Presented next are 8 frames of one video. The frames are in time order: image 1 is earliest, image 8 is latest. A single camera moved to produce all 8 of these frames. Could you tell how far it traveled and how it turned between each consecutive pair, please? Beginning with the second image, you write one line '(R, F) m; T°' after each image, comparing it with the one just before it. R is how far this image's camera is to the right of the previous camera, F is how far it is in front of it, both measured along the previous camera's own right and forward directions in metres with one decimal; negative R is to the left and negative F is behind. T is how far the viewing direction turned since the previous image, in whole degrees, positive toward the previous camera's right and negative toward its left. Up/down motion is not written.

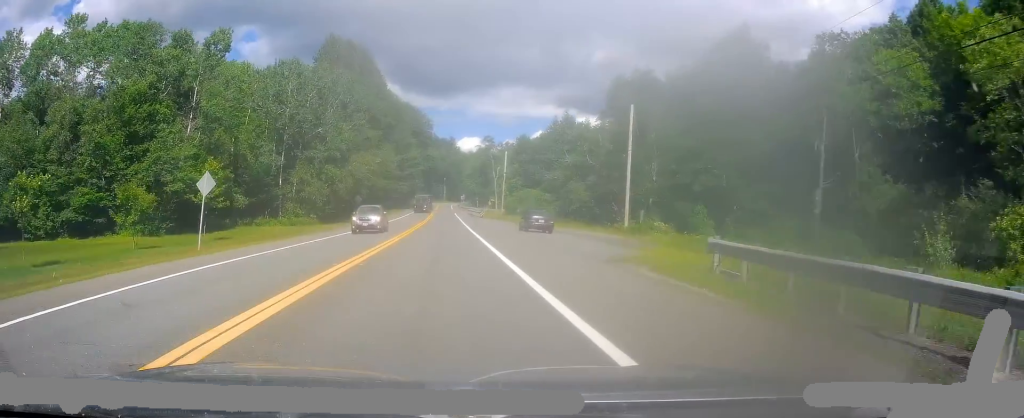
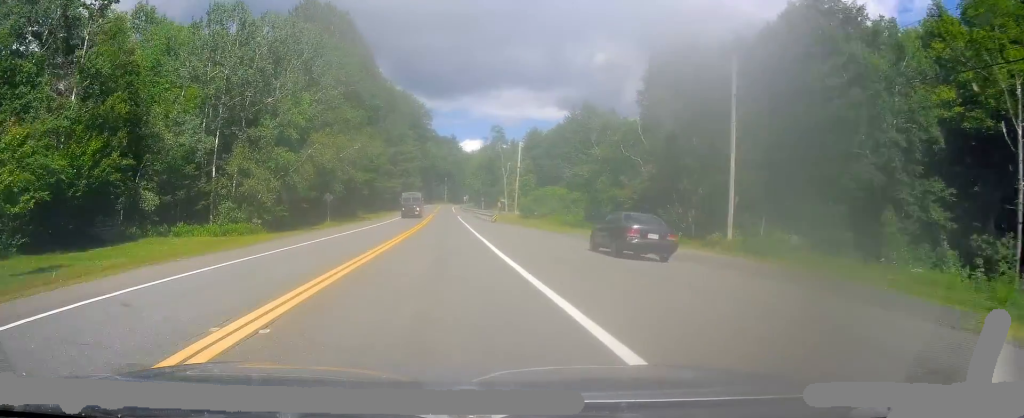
(+0.6, +20.1) m; +1°
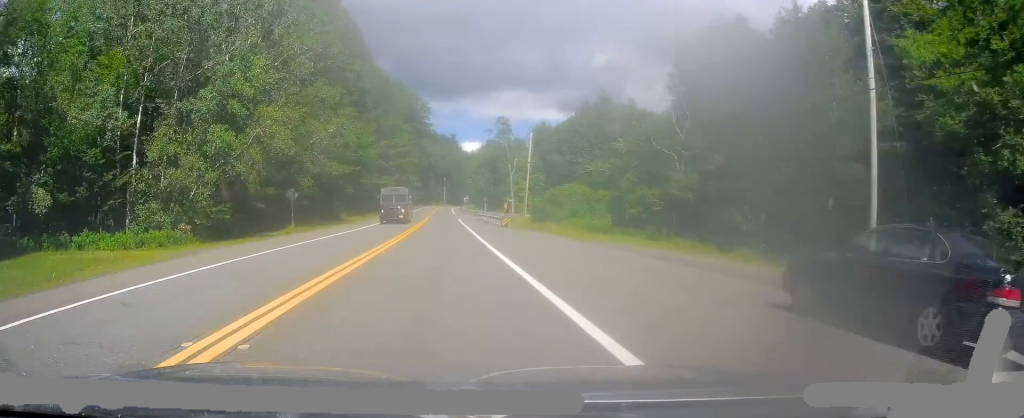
(-0.2, +12.7) m; 0°
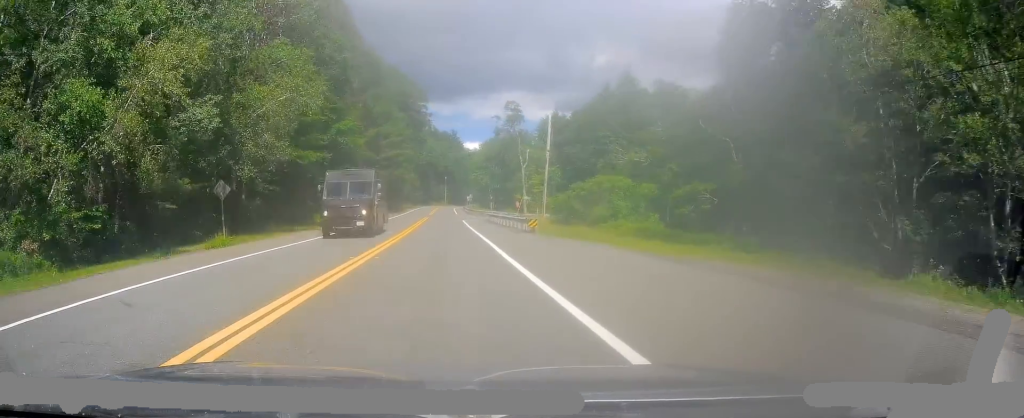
(-0.1, +13.3) m; 0°
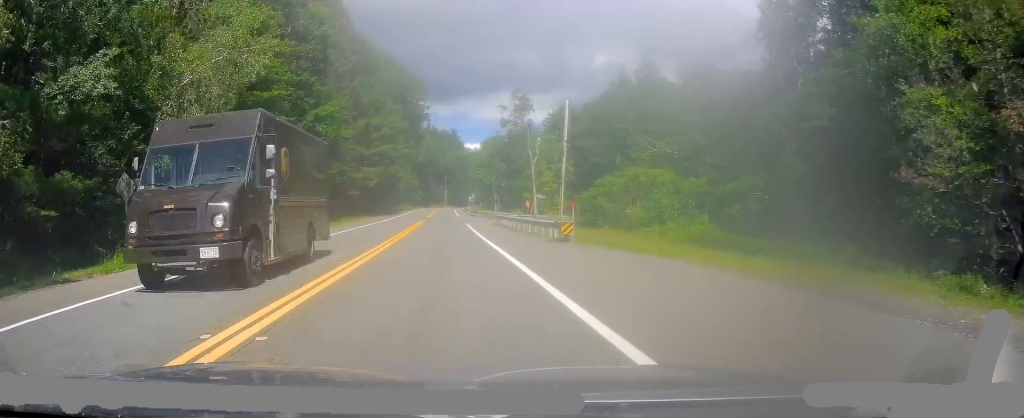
(+0.3, +9.6) m; 0°
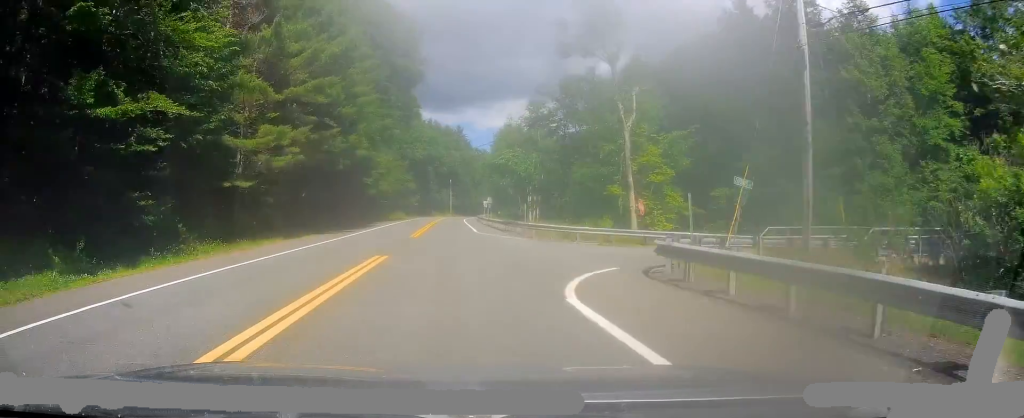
(-0.9, +38.9) m; -2°
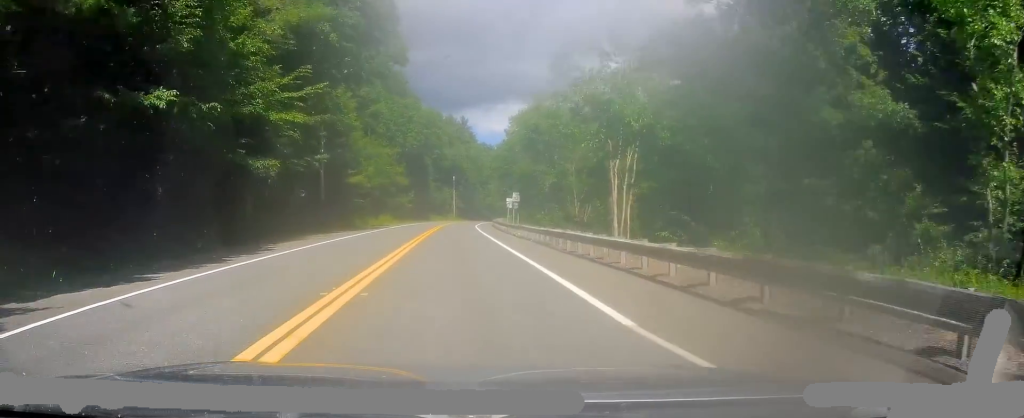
(-0.4, +33.1) m; -1°
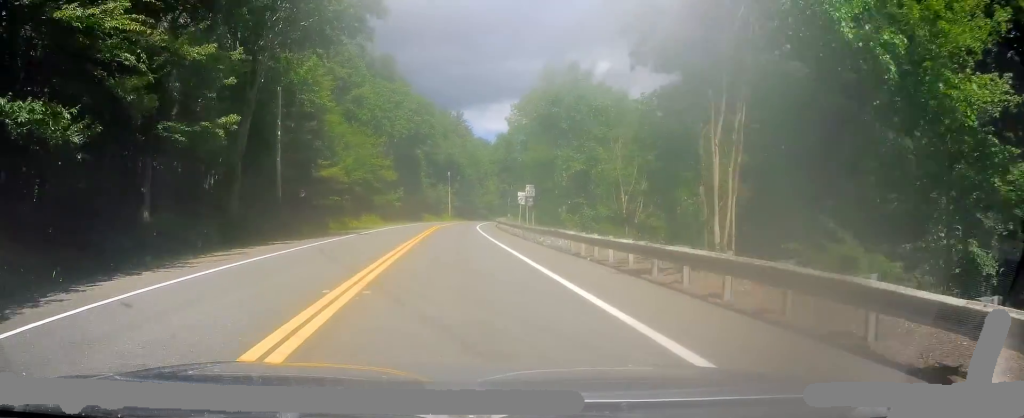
(-0.2, +13.7) m; +1°
